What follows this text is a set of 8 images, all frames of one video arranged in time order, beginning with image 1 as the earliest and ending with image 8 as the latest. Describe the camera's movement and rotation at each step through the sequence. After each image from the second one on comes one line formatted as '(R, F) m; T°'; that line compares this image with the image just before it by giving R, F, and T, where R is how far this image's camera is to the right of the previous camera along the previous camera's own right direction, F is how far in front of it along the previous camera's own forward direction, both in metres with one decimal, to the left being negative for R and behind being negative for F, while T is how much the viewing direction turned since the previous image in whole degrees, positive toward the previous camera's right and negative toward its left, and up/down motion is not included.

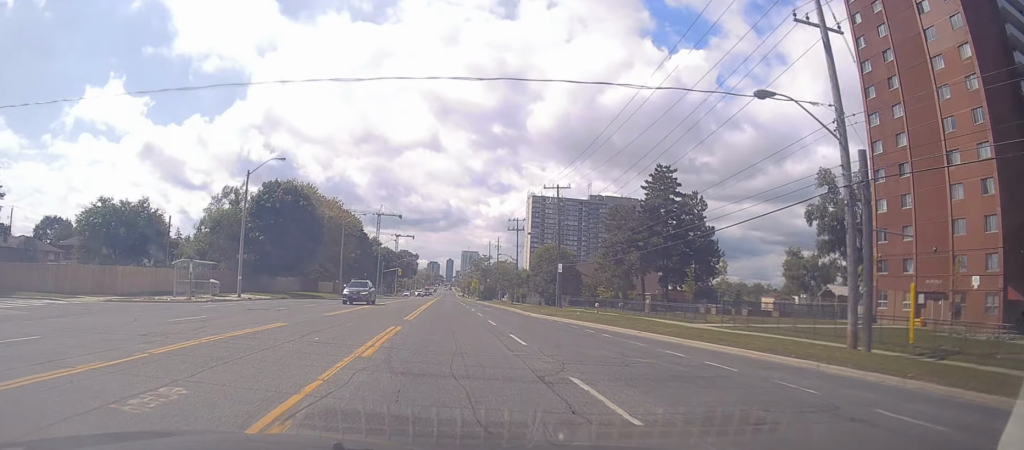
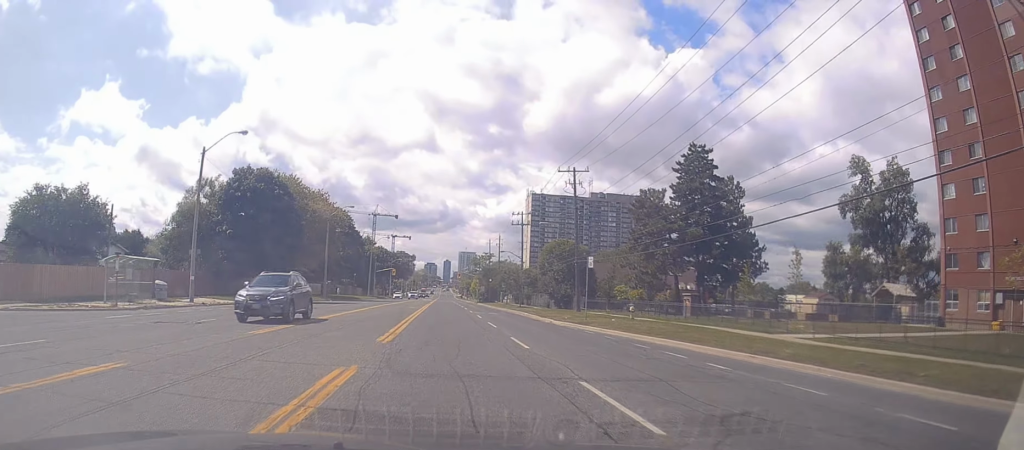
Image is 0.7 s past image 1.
(-0.4, +9.4) m; 0°
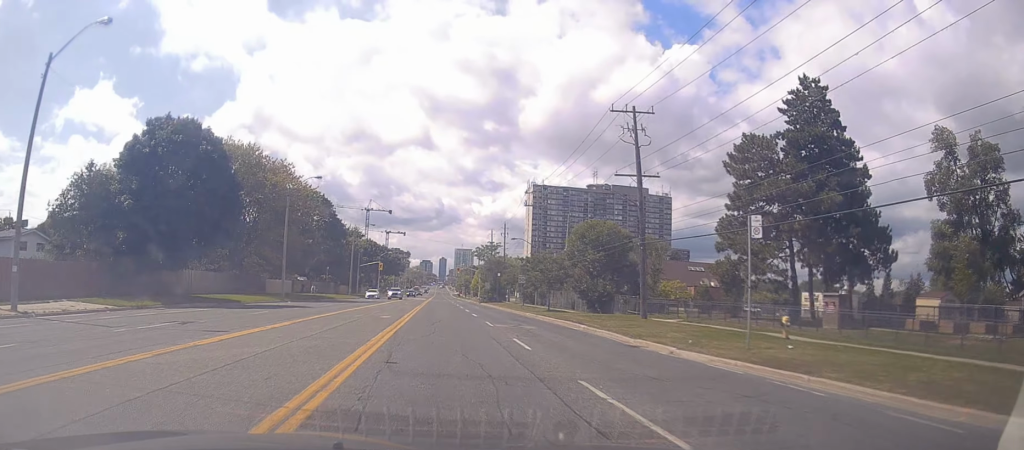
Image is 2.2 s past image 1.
(+0.3, +18.7) m; -2°
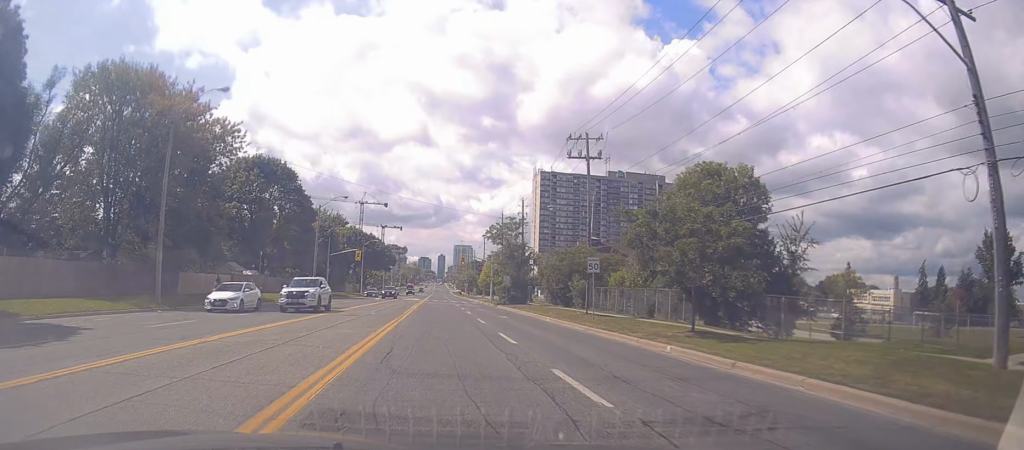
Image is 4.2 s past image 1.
(-0.2, +25.8) m; +4°
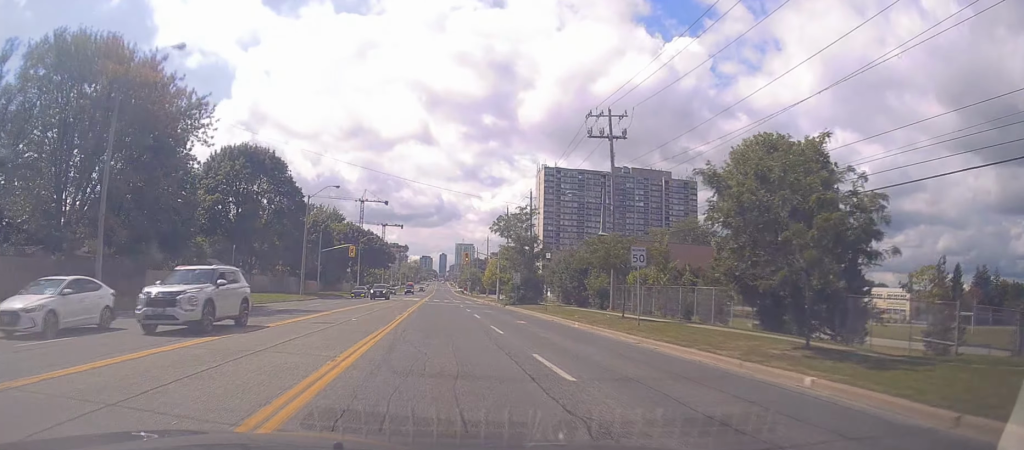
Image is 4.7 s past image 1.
(+0.1, +6.4) m; +1°
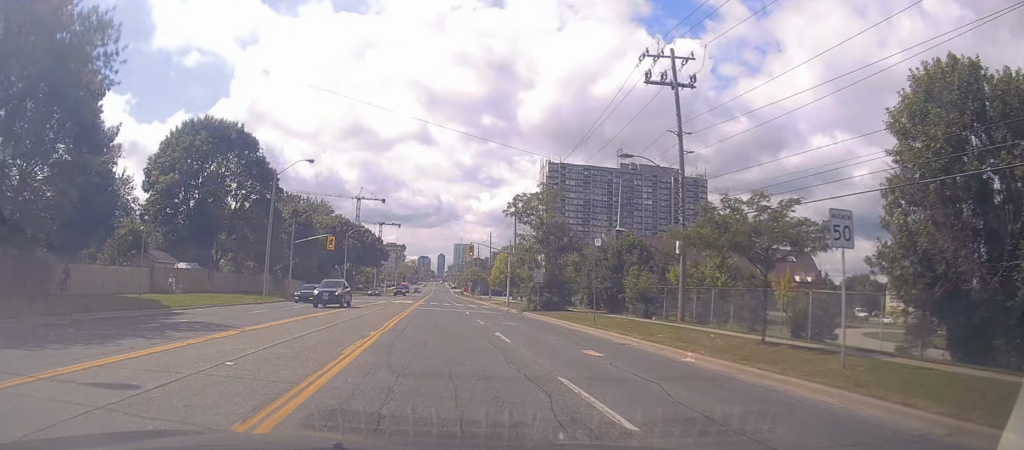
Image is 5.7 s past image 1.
(+0.1, +12.4) m; -2°
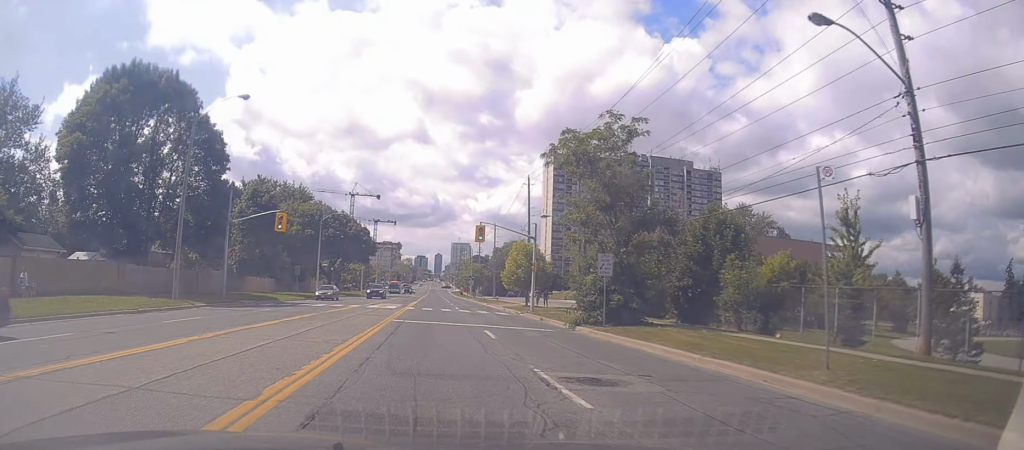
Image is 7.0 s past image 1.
(-0.8, +16.6) m; -2°
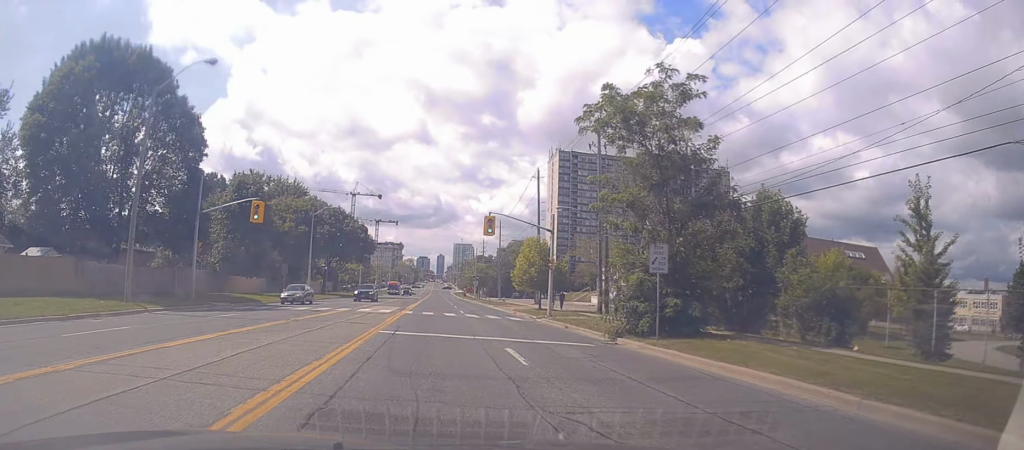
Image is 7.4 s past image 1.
(+0.2, +5.6) m; 0°
